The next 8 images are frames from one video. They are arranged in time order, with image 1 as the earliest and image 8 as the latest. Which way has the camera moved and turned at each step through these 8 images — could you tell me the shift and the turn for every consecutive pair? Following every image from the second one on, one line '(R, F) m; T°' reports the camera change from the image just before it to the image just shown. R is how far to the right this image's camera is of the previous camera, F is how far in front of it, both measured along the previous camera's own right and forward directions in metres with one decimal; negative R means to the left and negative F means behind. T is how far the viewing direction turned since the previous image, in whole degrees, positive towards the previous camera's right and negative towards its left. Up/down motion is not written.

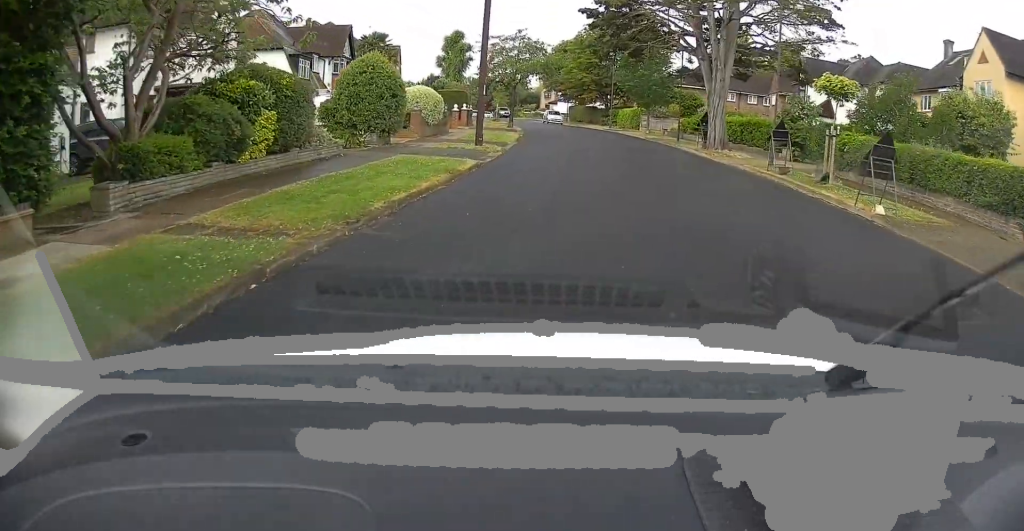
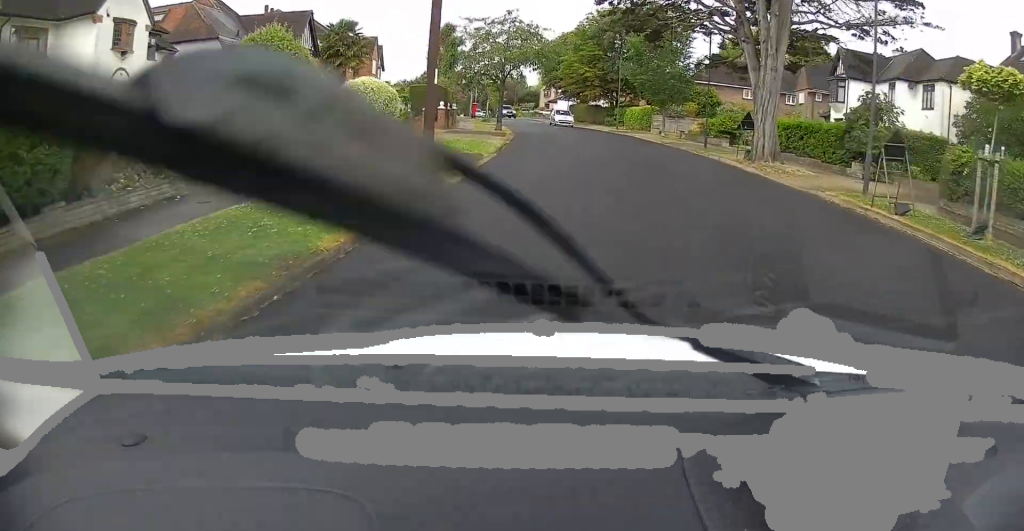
(-0.3, +7.5) m; +10°
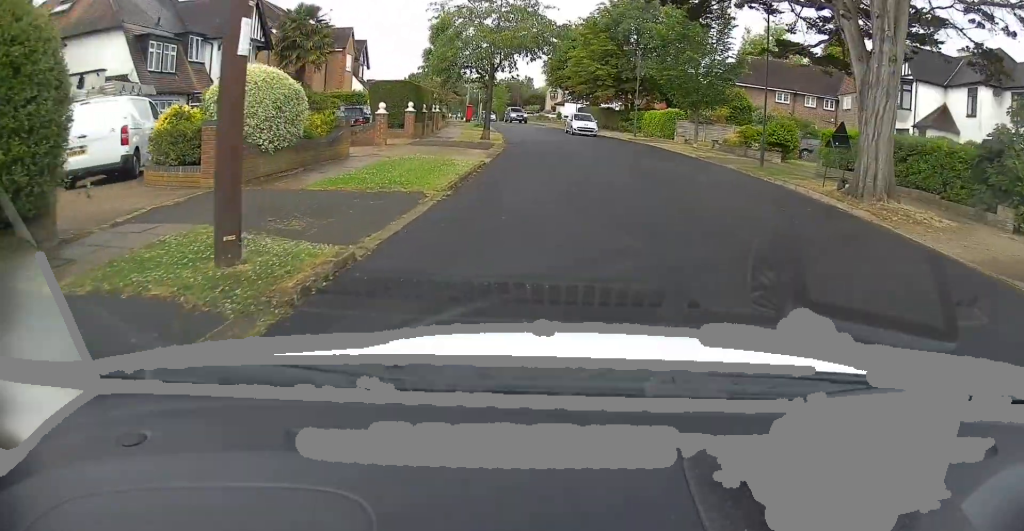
(+1.7, +8.1) m; -9°
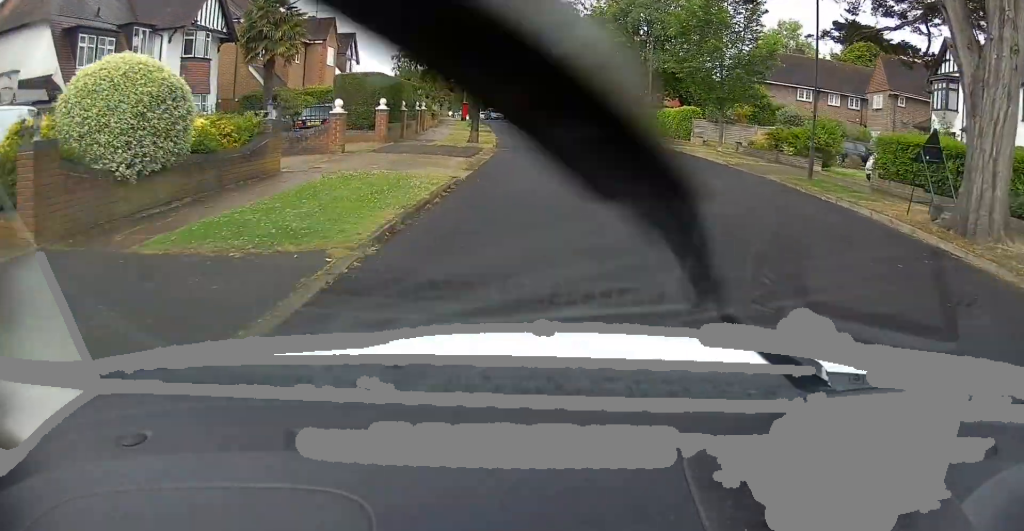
(-0.4, +4.2) m; -7°
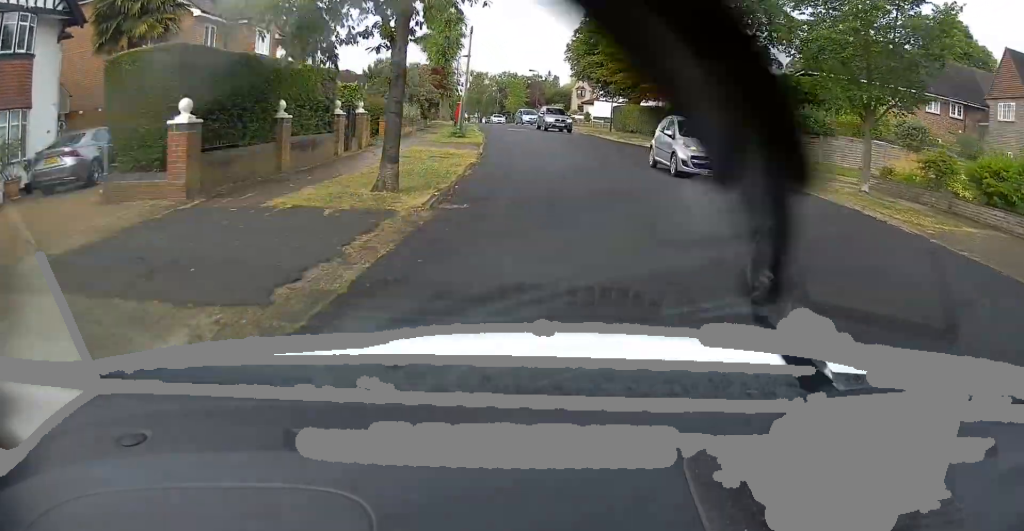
(-3.0, +12.8) m; -7°
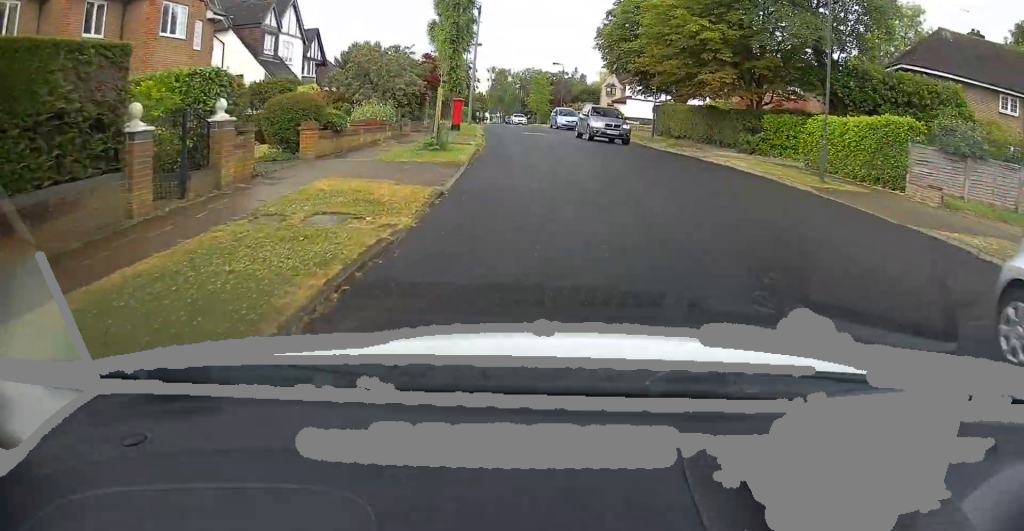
(+0.7, +10.0) m; +4°
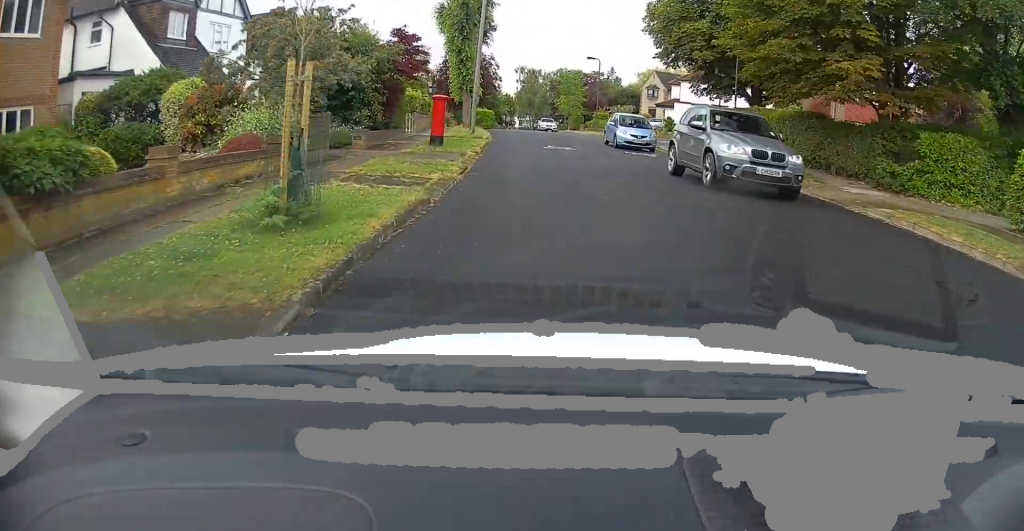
(0.0, +11.4) m; -1°
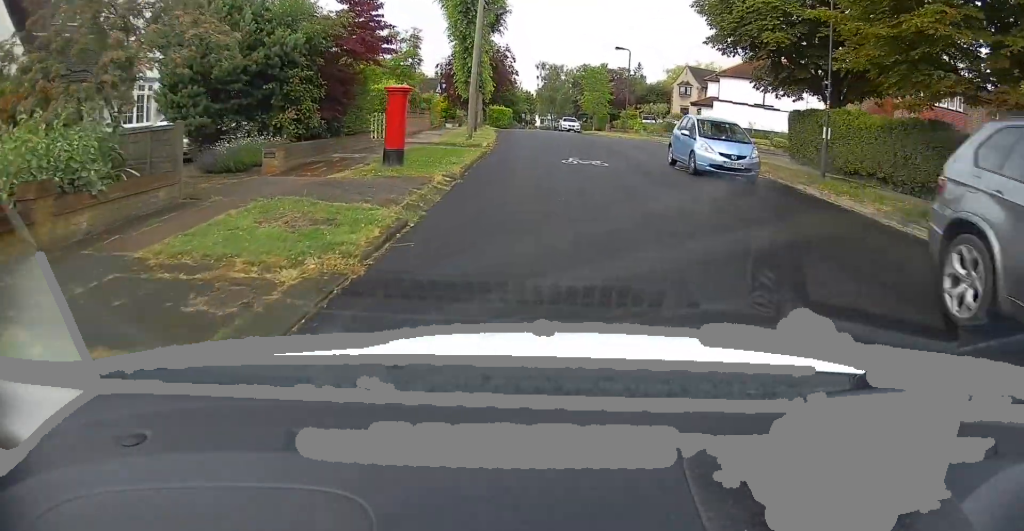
(-0.1, +7.0) m; -2°
